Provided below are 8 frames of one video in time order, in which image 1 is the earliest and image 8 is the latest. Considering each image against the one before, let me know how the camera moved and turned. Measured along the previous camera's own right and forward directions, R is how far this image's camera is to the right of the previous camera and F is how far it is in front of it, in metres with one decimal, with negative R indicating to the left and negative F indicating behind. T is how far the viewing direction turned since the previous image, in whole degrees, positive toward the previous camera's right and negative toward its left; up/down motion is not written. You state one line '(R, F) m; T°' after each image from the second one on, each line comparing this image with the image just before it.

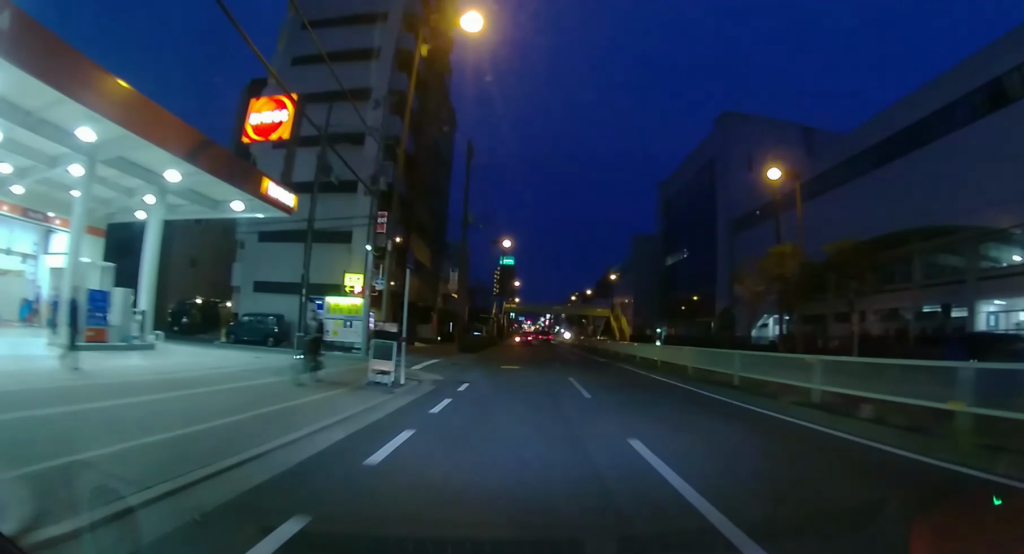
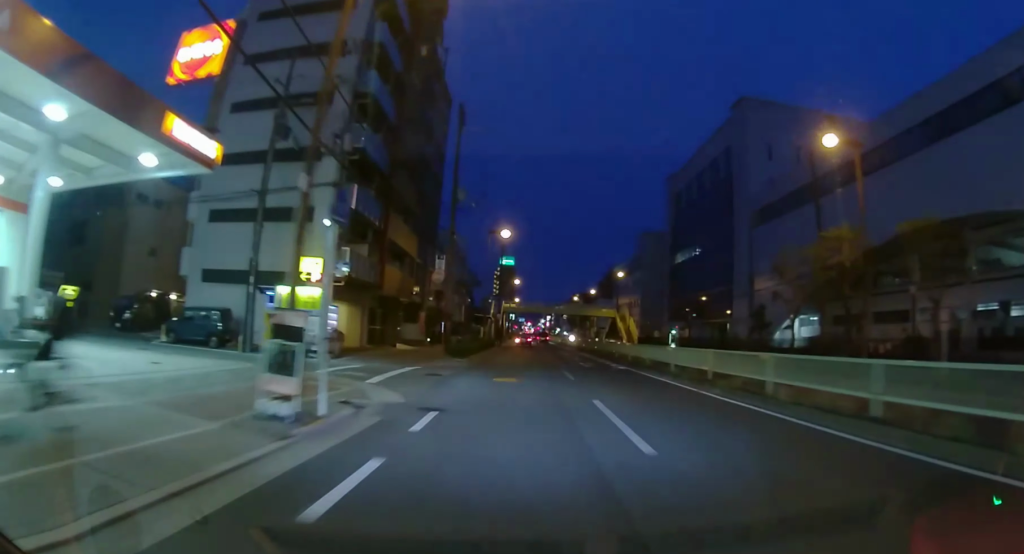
(0.0, +6.0) m; -1°
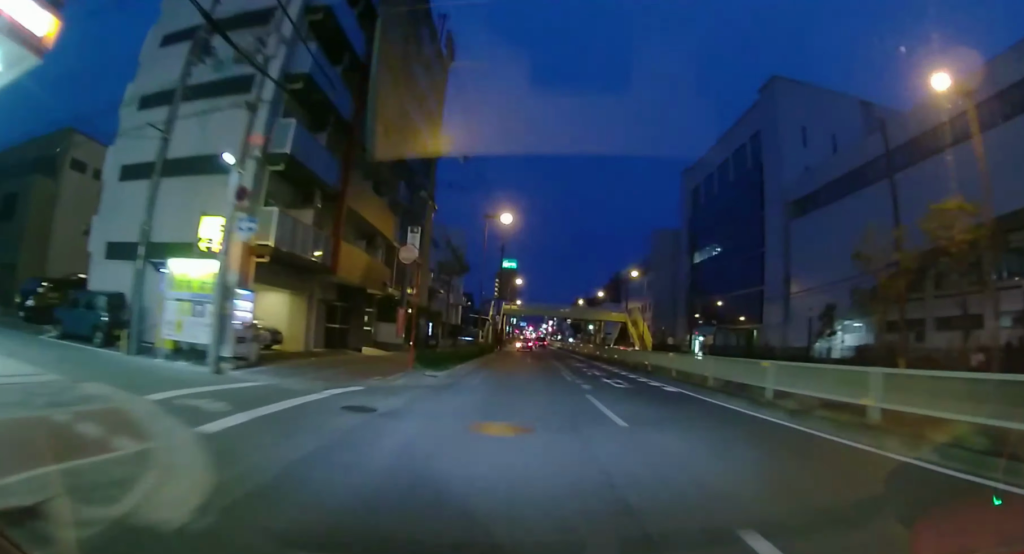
(-0.1, +7.7) m; -2°
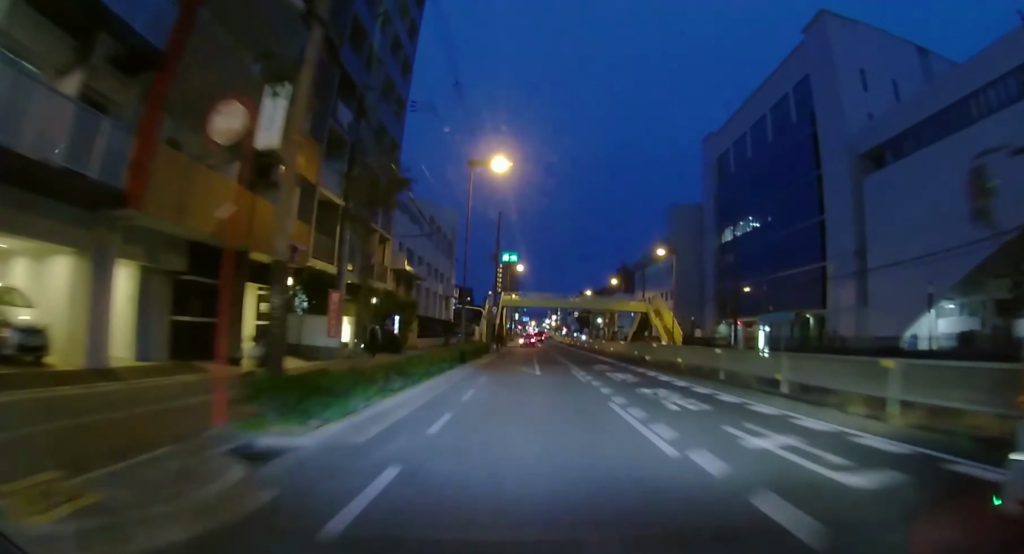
(-0.3, +12.1) m; -1°
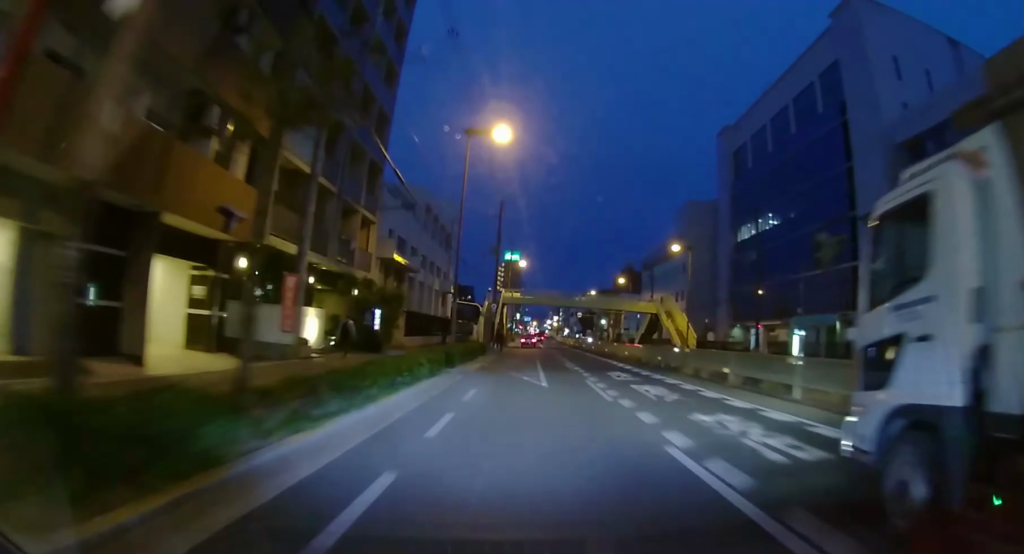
(0.0, +4.4) m; 0°
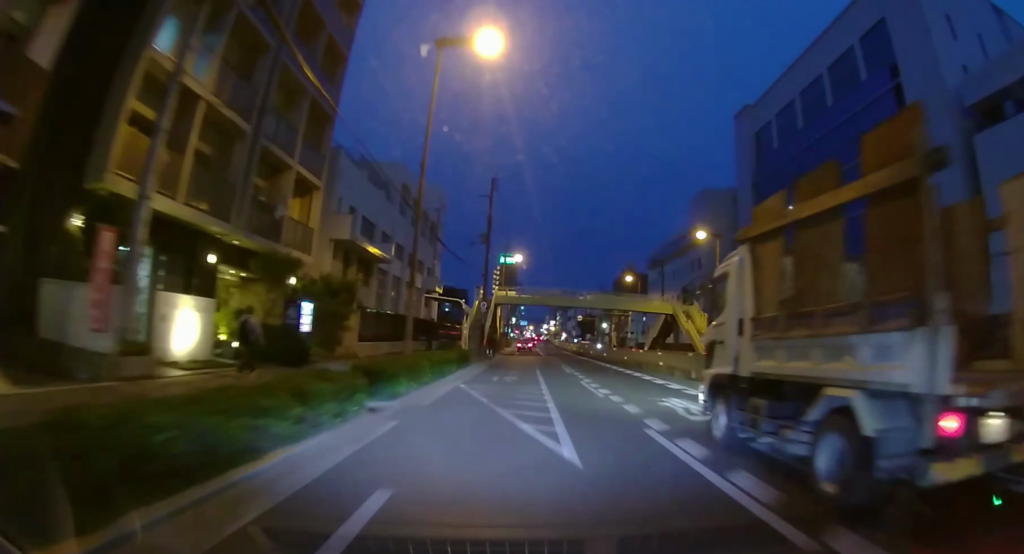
(+0.1, +8.4) m; +2°
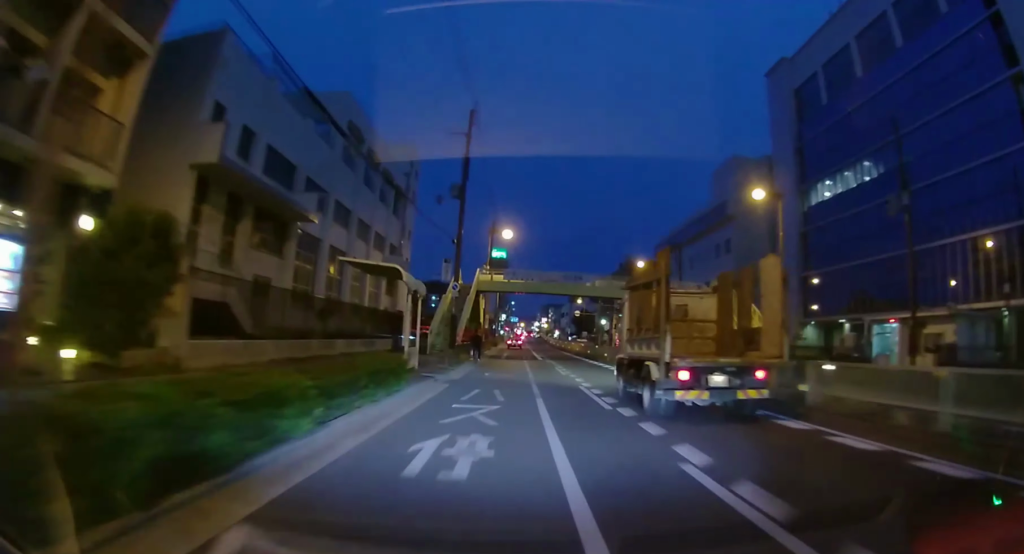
(+0.3, +12.6) m; +1°
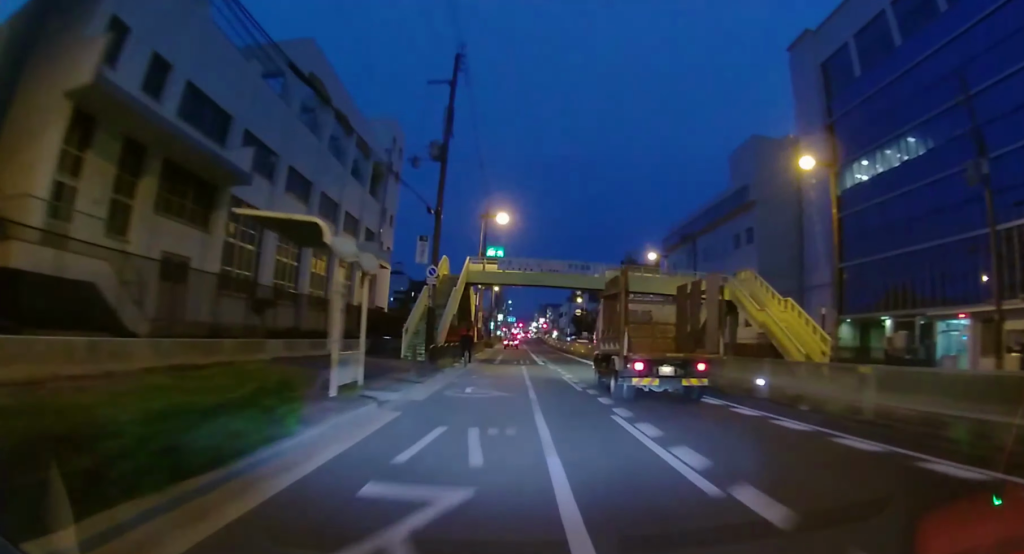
(-0.1, +5.9) m; 0°
